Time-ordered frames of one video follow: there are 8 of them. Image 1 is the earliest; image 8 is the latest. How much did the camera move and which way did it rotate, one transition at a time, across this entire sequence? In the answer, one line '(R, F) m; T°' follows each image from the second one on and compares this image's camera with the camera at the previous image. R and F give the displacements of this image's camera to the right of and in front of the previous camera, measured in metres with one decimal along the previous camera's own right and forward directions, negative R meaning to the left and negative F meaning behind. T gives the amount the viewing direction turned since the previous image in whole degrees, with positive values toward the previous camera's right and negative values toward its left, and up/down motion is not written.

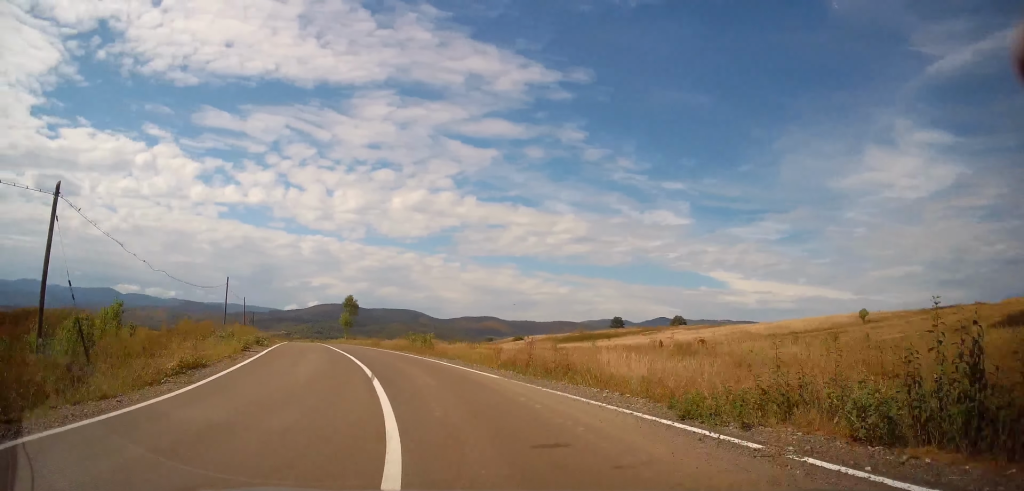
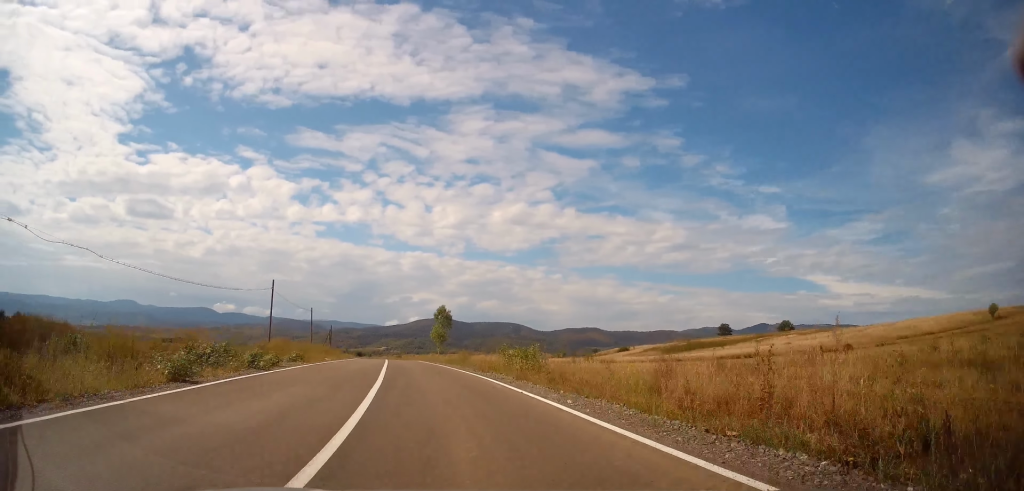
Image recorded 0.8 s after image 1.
(-1.0, +12.7) m; -9°
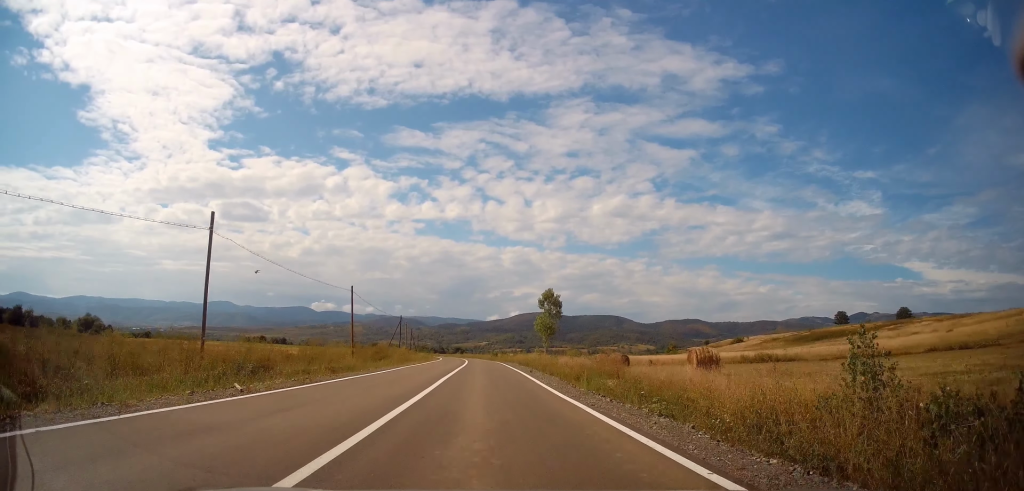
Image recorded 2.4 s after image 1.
(-3.7, +24.8) m; -13°
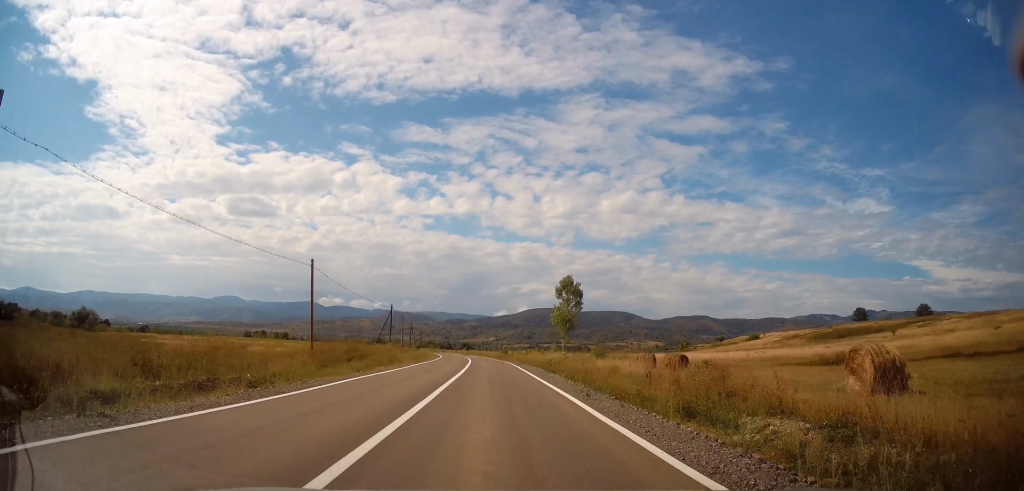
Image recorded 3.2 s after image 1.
(-0.3, +12.6) m; -1°
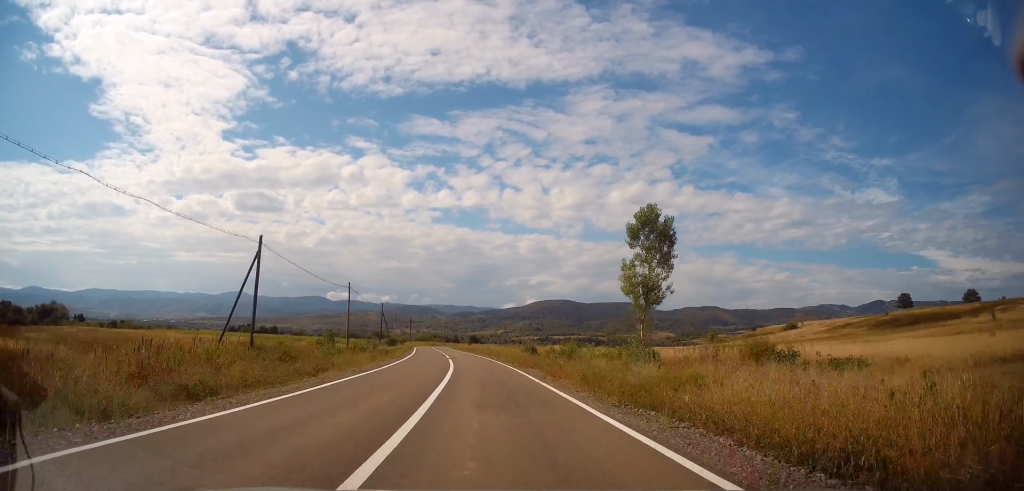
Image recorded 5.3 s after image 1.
(-0.5, +36.7) m; -1°
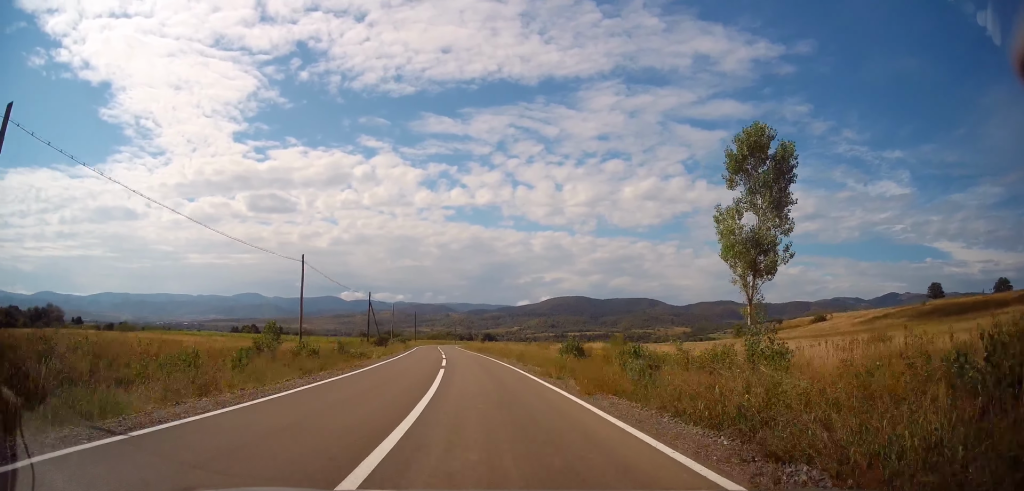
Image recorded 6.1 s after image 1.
(+0.2, +15.4) m; -2°
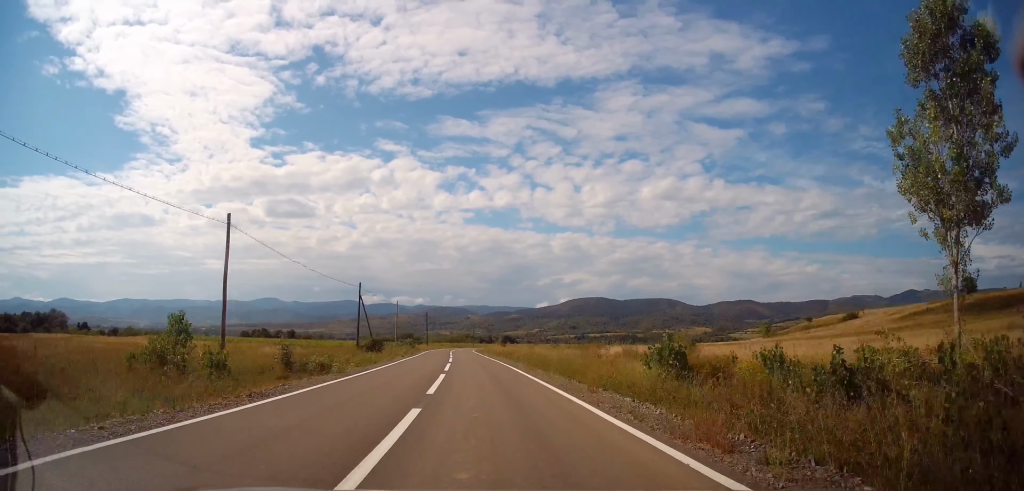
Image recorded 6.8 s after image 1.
(-0.5, +12.1) m; -1°
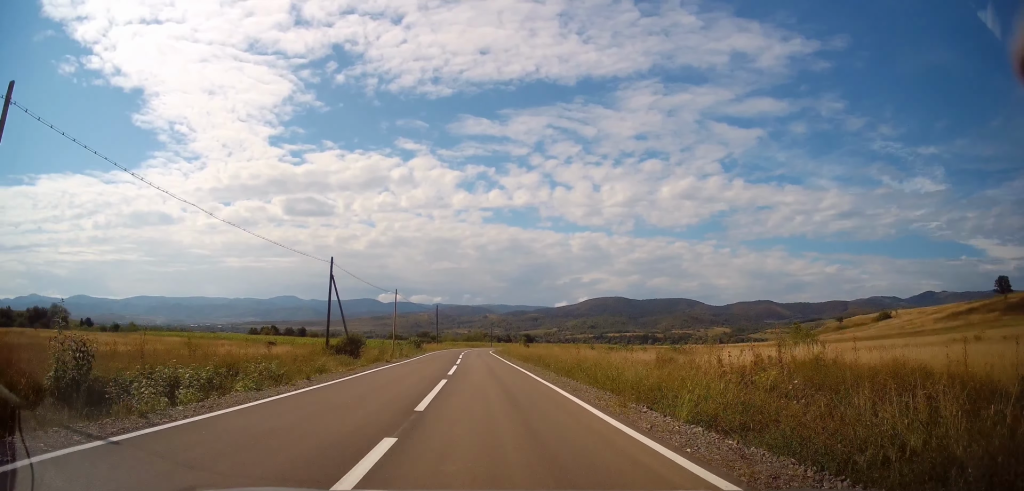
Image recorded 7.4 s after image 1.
(-0.2, +12.8) m; -1°
